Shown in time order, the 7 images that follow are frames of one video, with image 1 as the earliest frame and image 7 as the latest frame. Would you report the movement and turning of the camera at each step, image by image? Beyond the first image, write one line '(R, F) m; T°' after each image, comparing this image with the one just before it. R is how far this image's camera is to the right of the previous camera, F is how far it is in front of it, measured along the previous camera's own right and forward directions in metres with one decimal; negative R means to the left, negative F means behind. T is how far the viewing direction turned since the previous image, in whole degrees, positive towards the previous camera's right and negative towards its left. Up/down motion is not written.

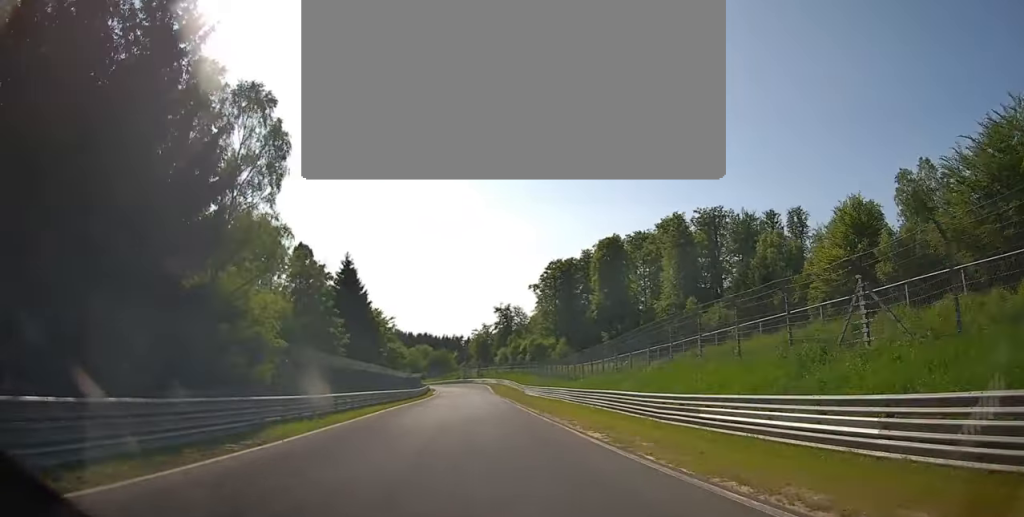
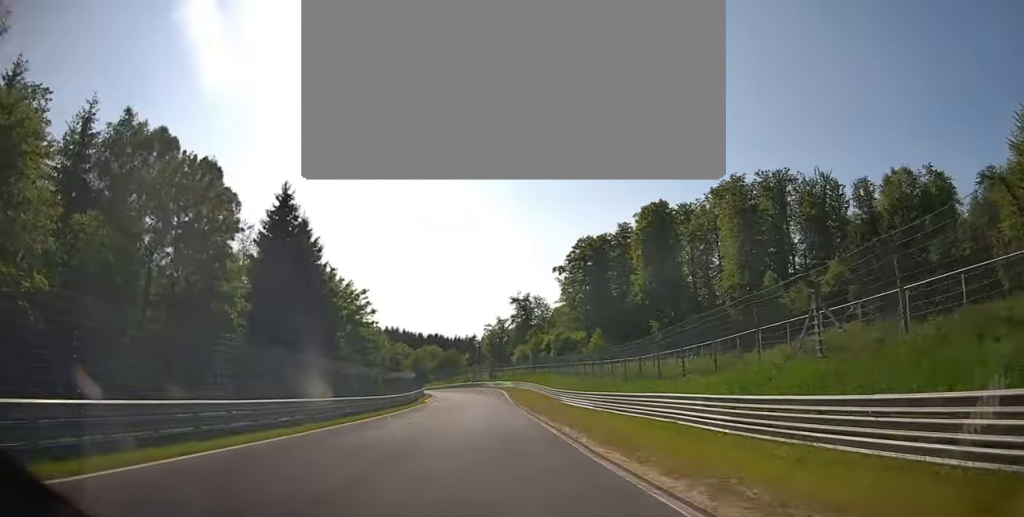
(-0.9, +25.4) m; -3°
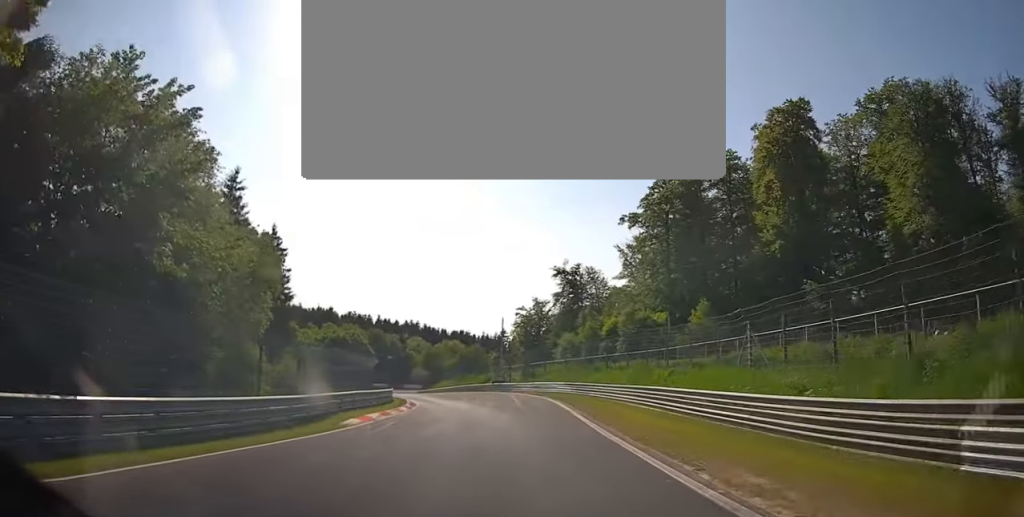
(-1.1, +37.8) m; -6°
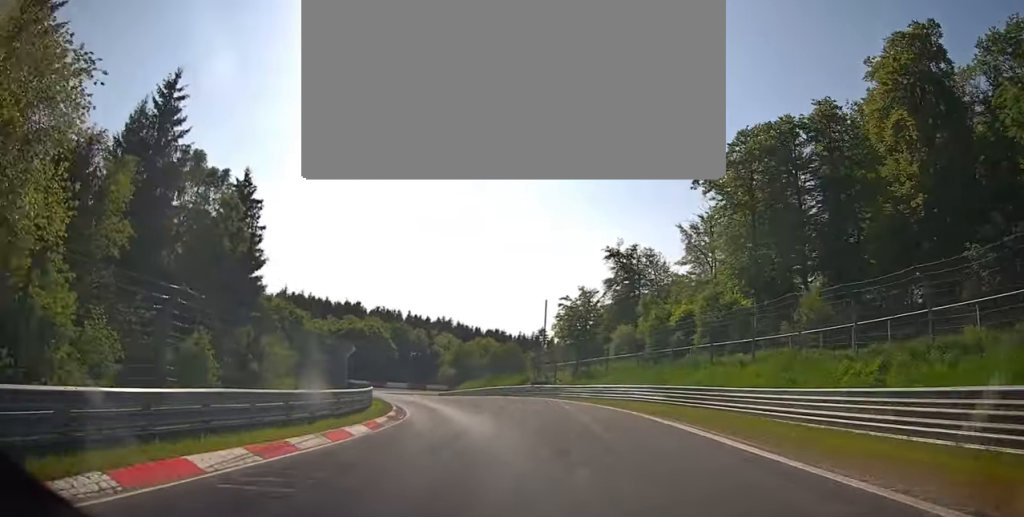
(-0.7, +16.0) m; -4°
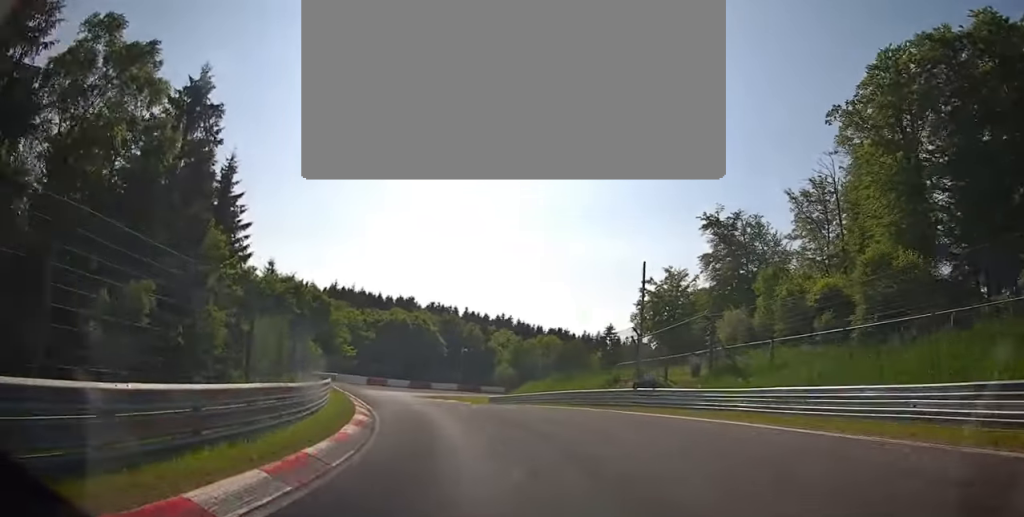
(-0.7, +17.2) m; -5°
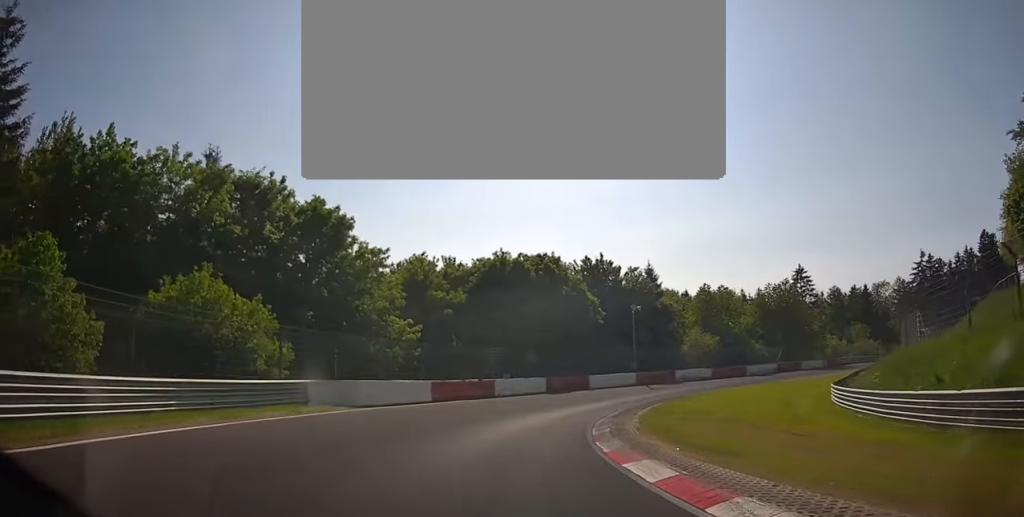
(-4.6, +48.7) m; -1°
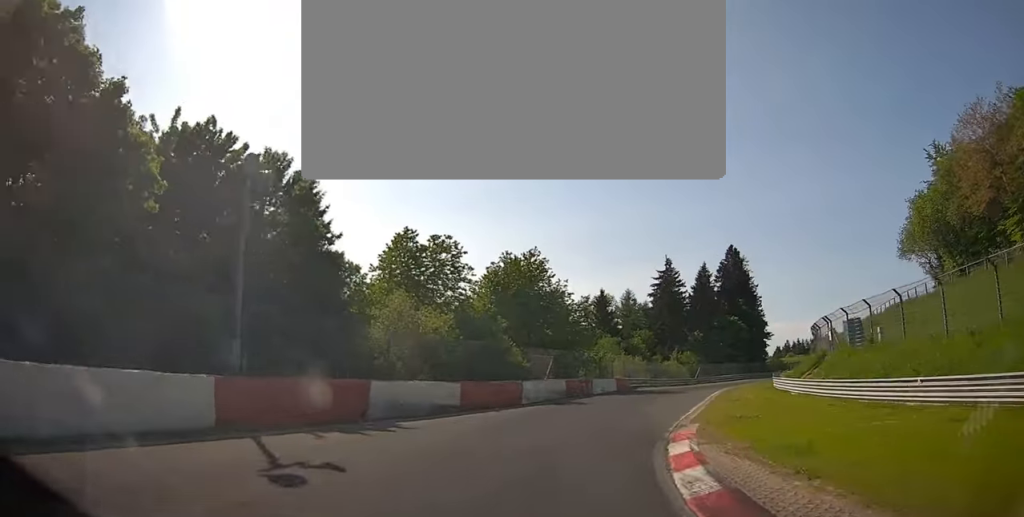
(+8.1, +39.0) m; +25°
